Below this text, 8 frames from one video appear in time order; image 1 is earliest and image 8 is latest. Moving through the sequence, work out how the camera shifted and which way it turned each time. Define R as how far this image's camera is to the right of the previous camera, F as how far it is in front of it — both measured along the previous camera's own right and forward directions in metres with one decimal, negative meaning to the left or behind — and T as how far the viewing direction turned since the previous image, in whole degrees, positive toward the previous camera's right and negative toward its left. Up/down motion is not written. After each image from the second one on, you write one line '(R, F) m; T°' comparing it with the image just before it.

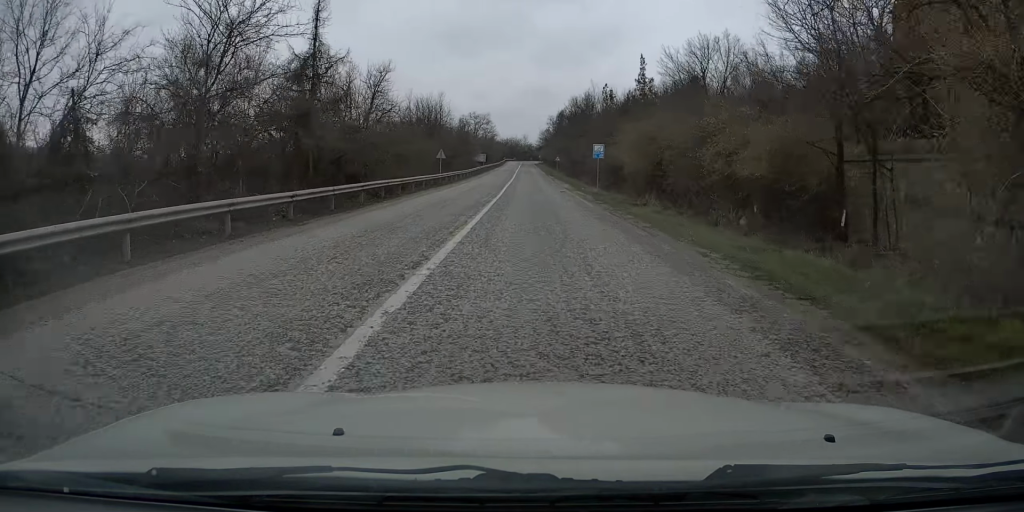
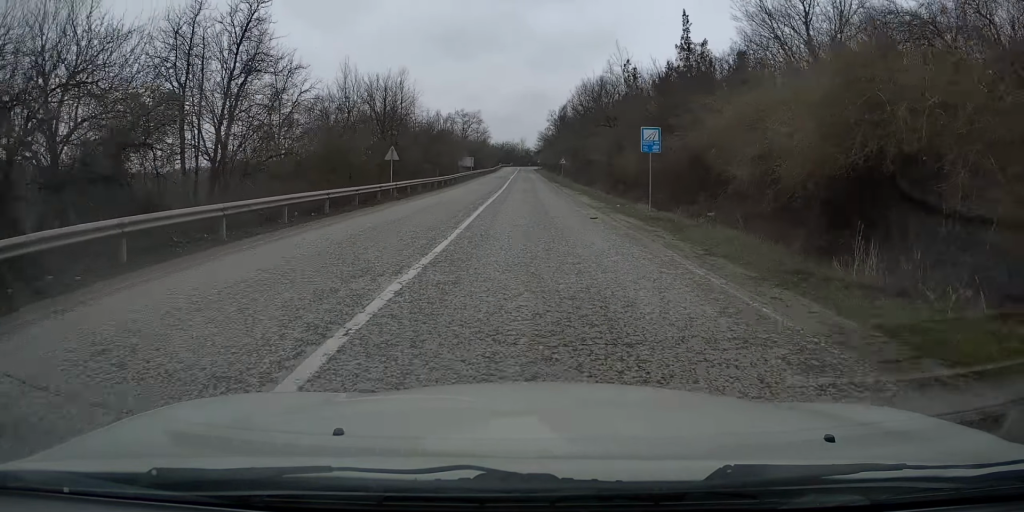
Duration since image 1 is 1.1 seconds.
(+0.1, +18.8) m; +1°
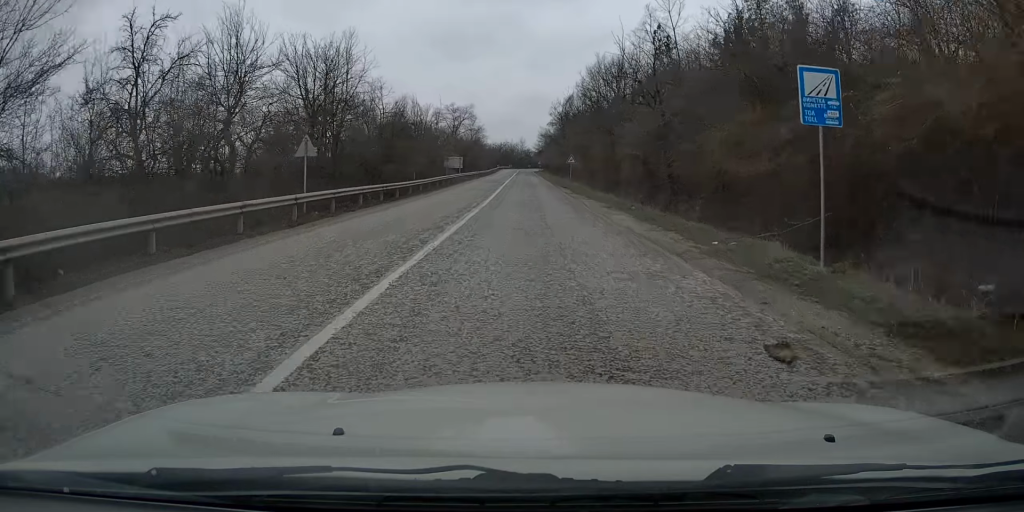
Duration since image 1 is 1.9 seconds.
(+0.3, +14.1) m; 0°
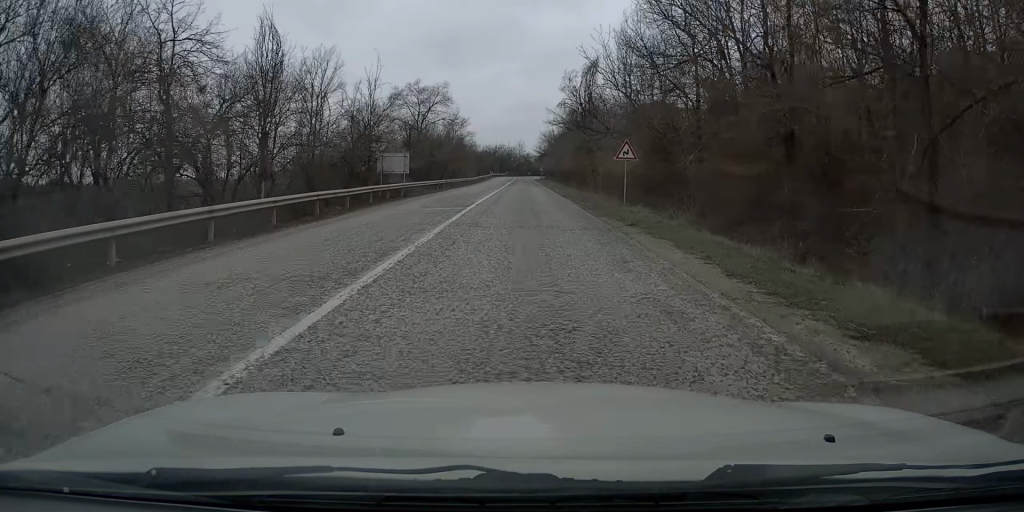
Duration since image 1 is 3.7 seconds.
(-0.5, +31.4) m; 0°
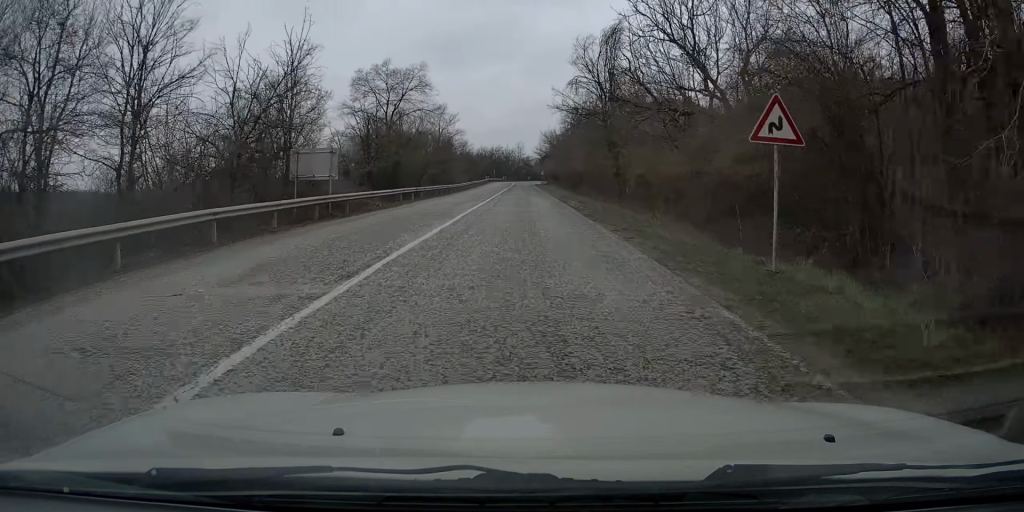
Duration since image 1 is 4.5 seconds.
(+0.2, +15.0) m; +1°
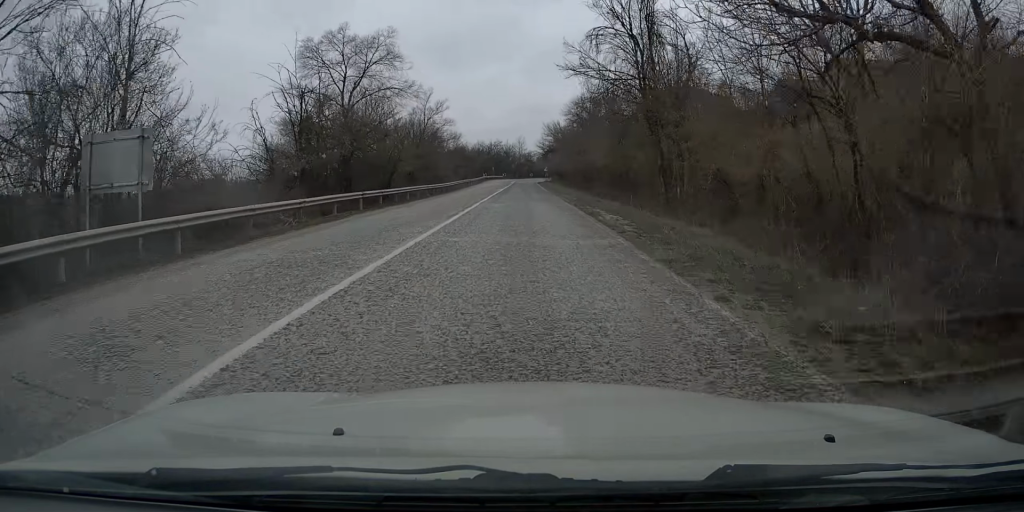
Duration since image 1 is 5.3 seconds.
(+0.1, +13.1) m; 0°
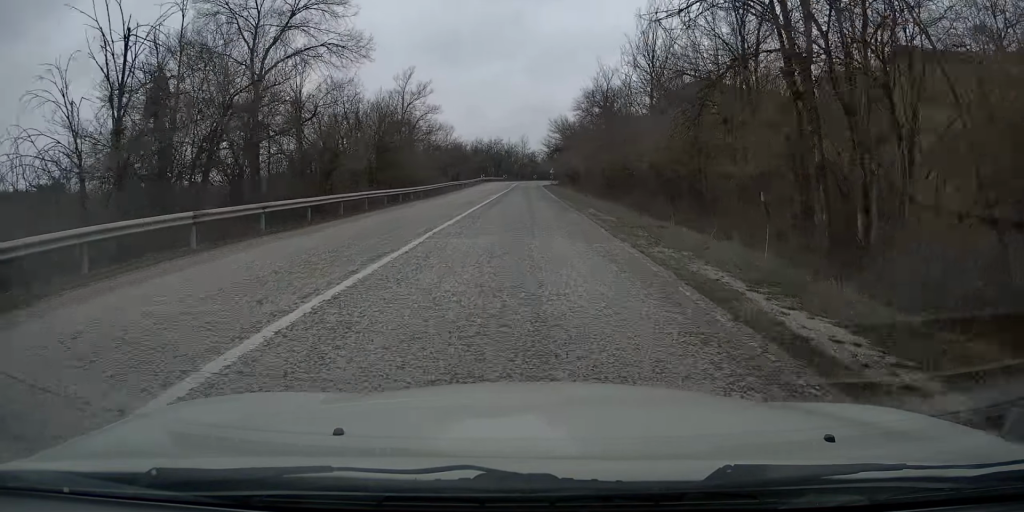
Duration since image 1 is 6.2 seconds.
(-0.3, +14.6) m; -1°
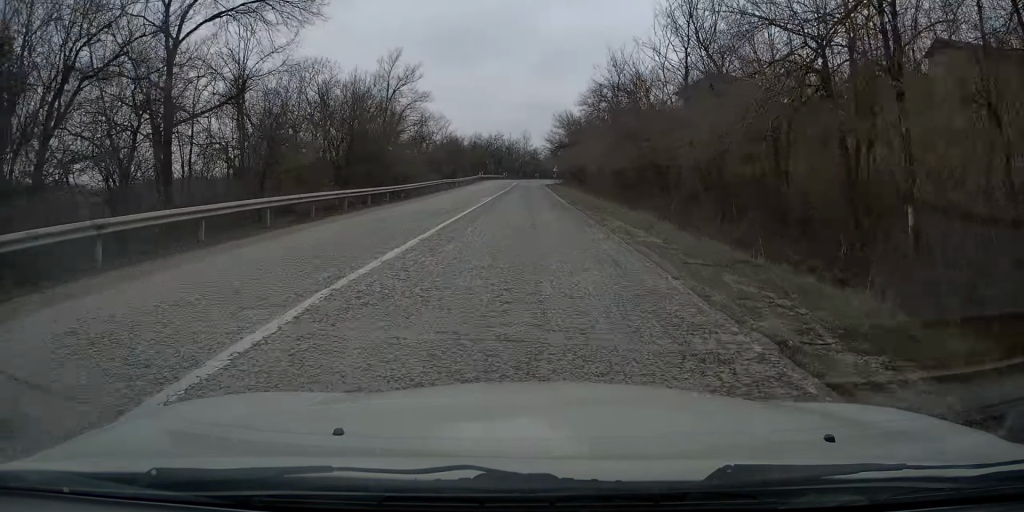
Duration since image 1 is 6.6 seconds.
(0.0, +7.3) m; 0°
